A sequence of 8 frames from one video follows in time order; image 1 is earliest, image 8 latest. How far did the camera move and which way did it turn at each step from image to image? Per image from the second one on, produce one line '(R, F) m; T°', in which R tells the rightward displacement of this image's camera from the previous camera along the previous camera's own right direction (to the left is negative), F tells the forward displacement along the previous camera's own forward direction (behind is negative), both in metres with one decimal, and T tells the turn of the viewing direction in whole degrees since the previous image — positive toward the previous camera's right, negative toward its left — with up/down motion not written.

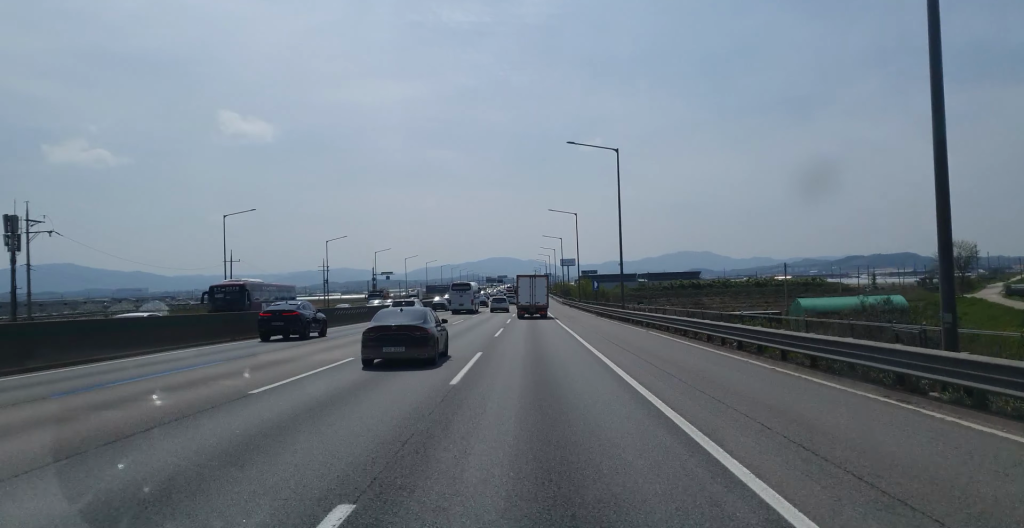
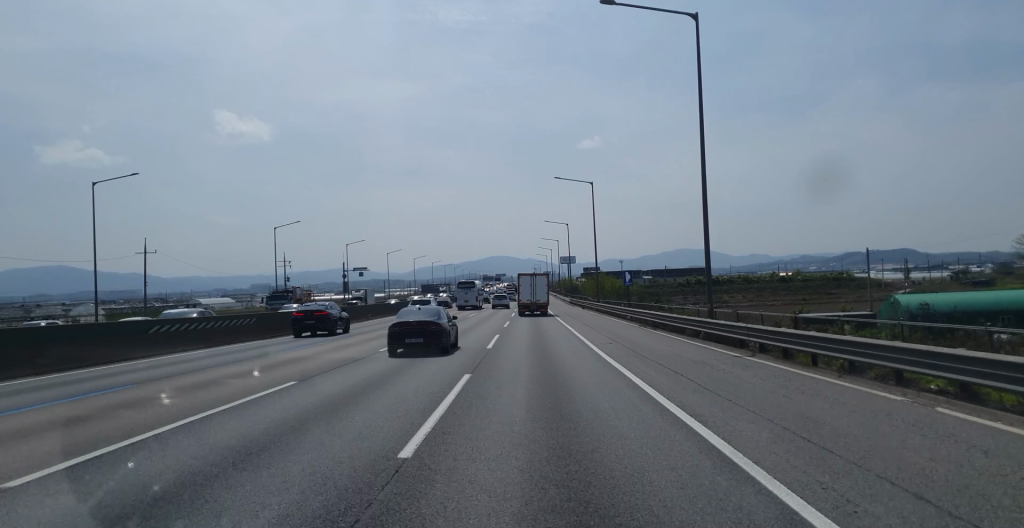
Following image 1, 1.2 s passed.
(+0.4, +25.2) m; 0°
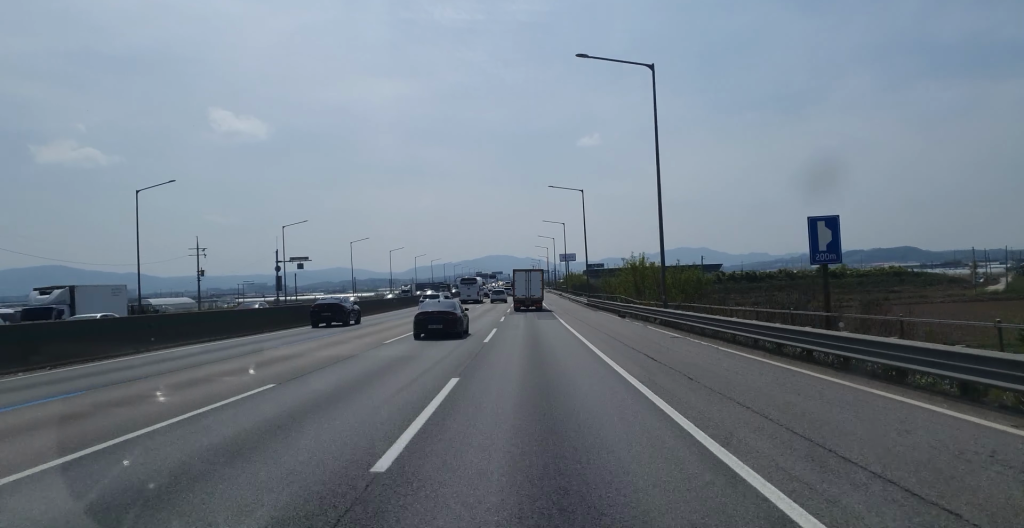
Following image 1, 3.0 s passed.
(-0.1, +36.5) m; 0°
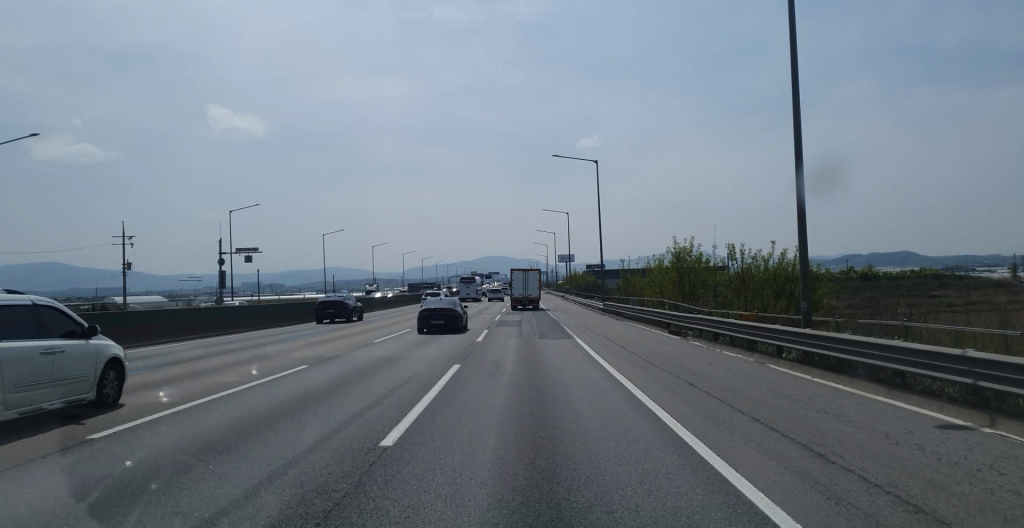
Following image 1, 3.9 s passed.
(+0.1, +19.4) m; 0°
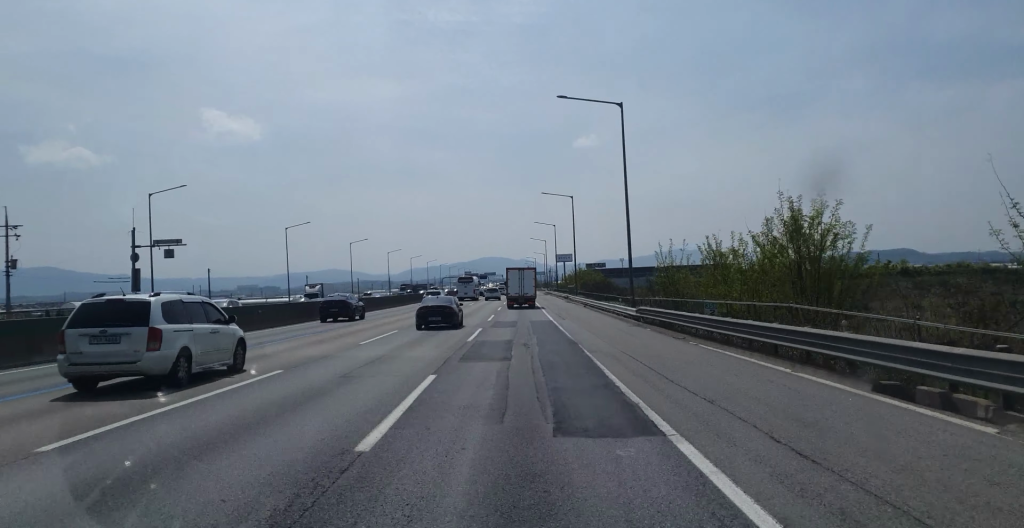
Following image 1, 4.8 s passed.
(-0.3, +18.8) m; -1°
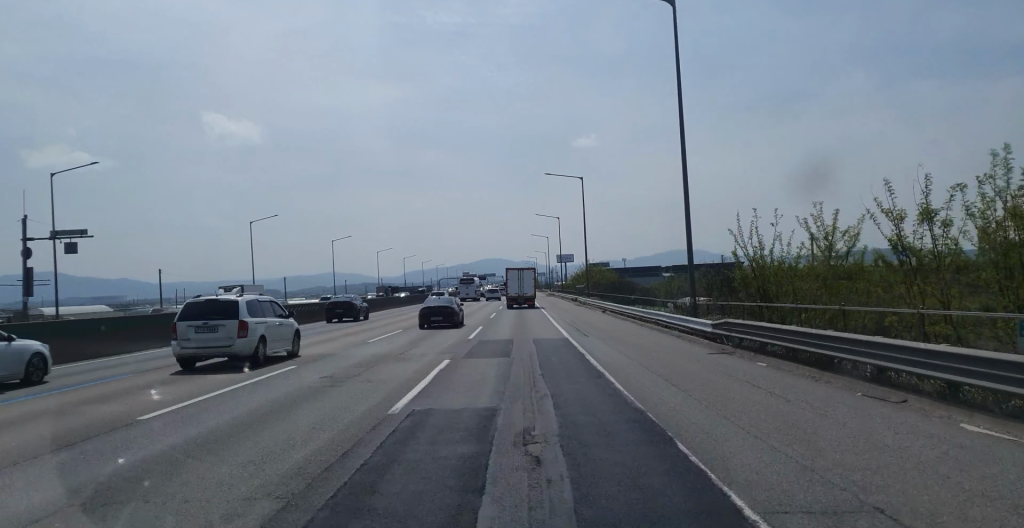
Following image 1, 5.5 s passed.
(-0.2, +14.6) m; +1°
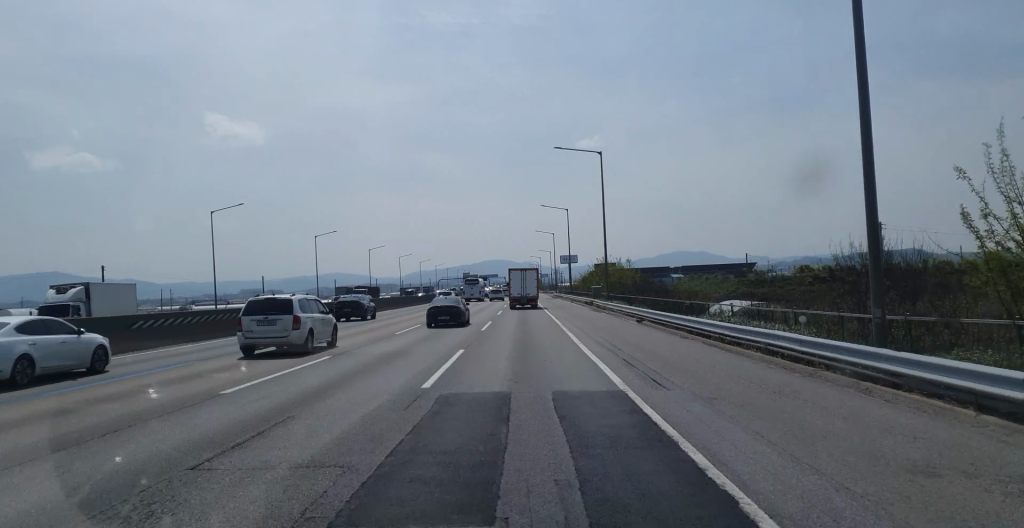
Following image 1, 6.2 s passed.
(+0.4, +14.0) m; 0°
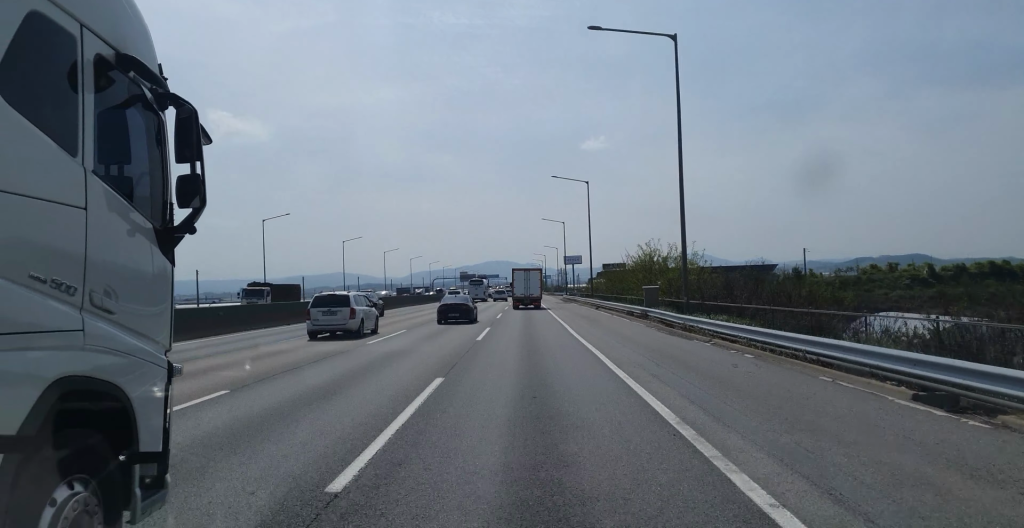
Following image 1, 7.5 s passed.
(-0.3, +28.4) m; -2°
